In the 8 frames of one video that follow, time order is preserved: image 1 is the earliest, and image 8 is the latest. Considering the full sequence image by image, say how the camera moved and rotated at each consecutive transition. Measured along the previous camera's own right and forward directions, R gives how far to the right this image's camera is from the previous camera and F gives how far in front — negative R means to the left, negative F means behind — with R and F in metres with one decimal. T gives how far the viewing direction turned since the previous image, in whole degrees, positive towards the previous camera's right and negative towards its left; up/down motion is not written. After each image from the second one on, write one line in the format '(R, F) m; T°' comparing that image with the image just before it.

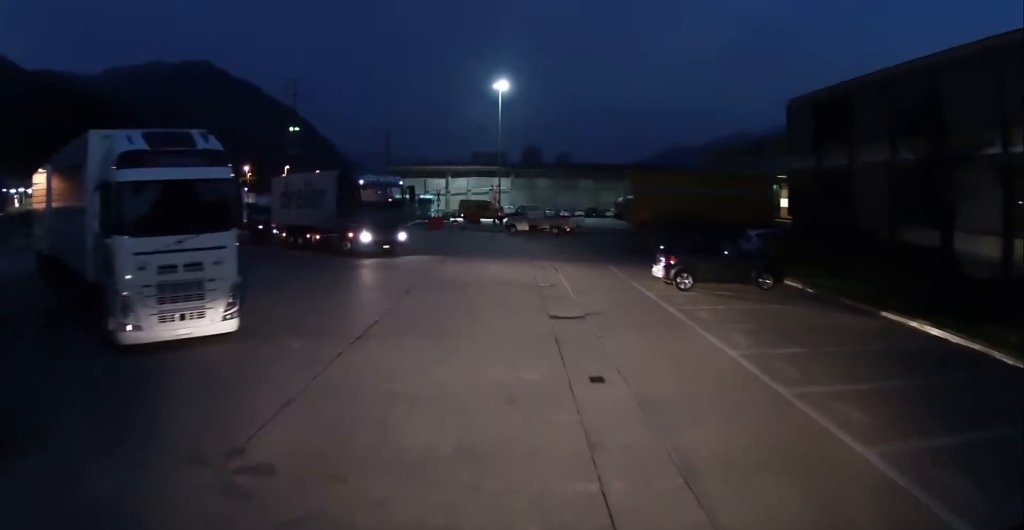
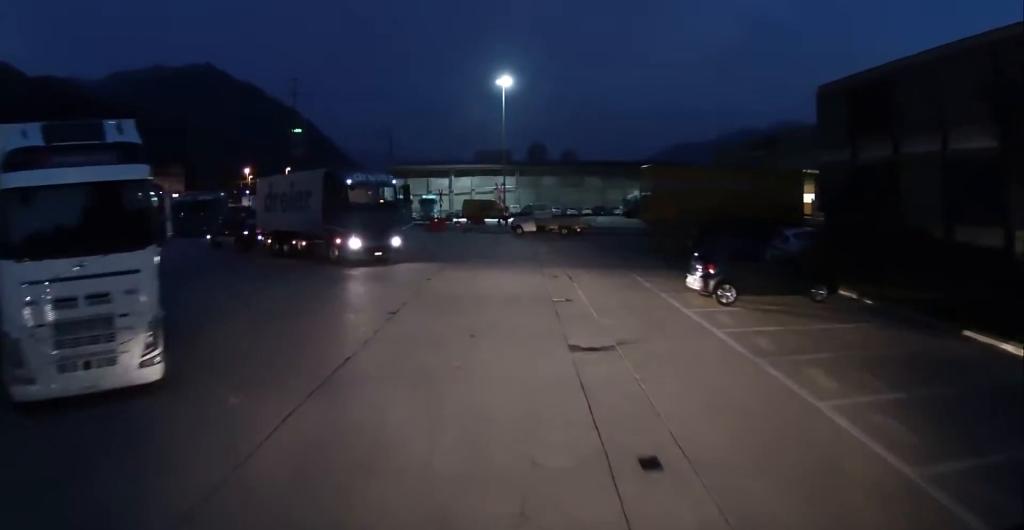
(0.0, +3.1) m; +3°
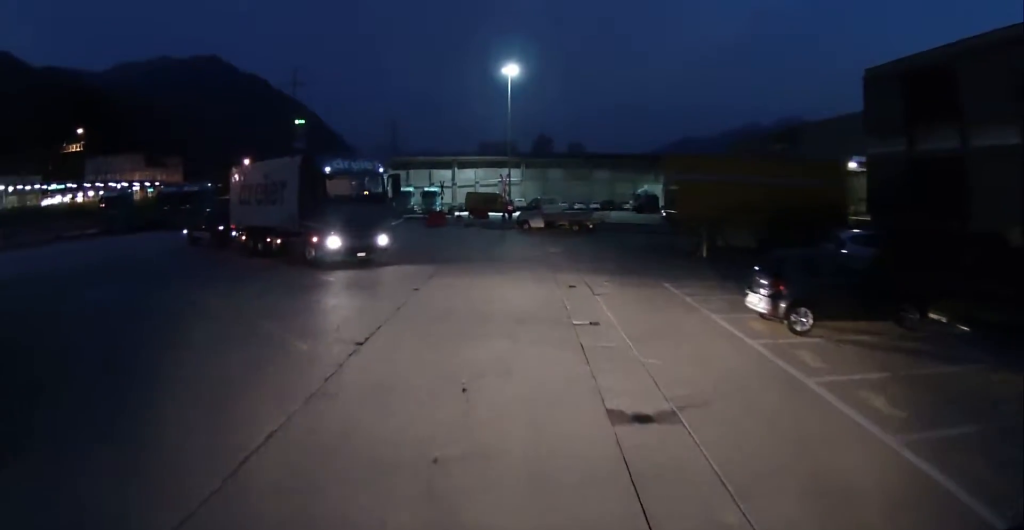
(+0.2, +4.0) m; +3°
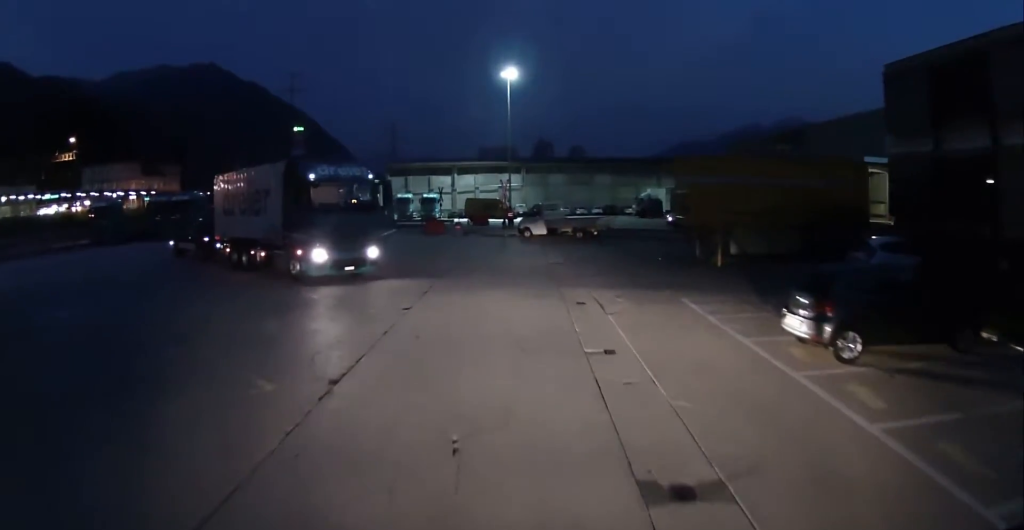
(+0.2, +2.0) m; 0°
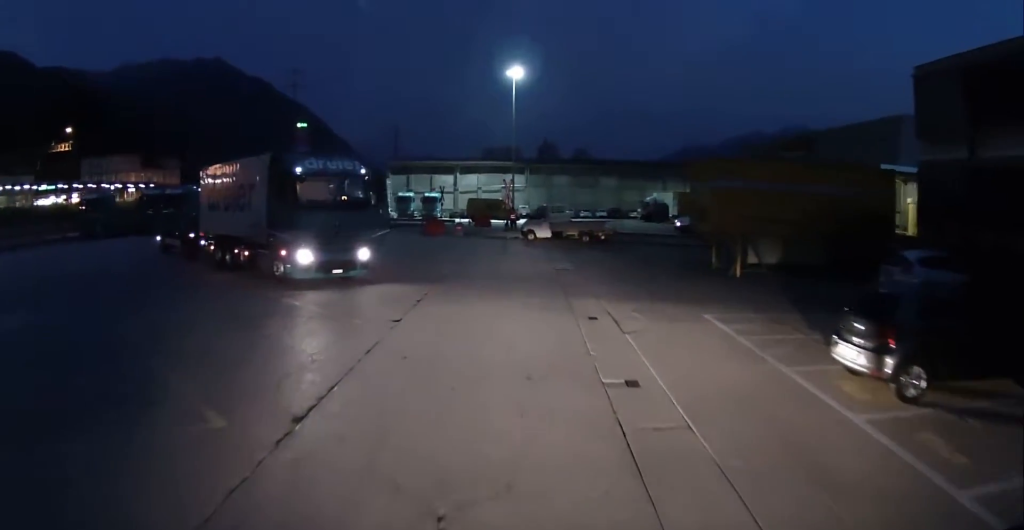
(0.0, +2.0) m; -1°
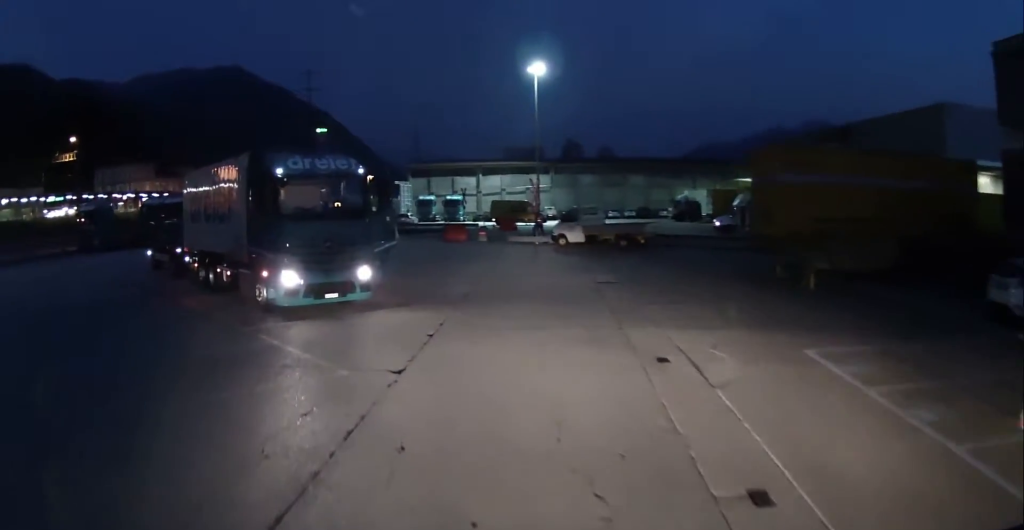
(-0.4, +4.2) m; -8°
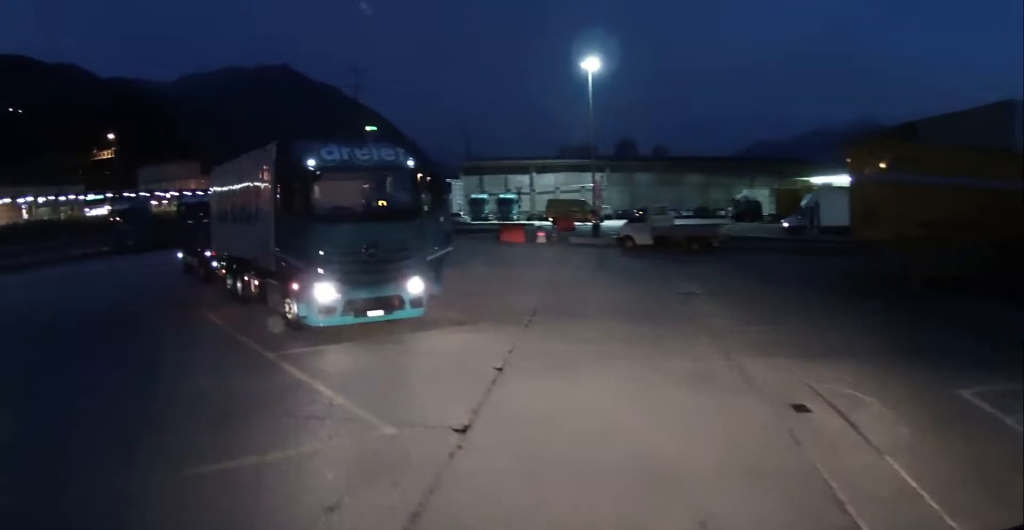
(0.0, +2.8) m; -9°
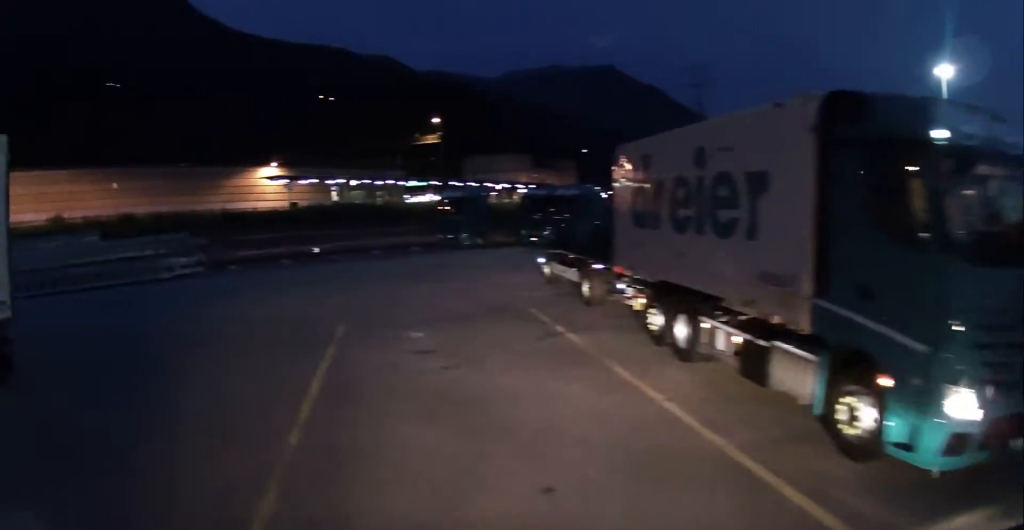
(-2.6, +5.9) m; -41°
